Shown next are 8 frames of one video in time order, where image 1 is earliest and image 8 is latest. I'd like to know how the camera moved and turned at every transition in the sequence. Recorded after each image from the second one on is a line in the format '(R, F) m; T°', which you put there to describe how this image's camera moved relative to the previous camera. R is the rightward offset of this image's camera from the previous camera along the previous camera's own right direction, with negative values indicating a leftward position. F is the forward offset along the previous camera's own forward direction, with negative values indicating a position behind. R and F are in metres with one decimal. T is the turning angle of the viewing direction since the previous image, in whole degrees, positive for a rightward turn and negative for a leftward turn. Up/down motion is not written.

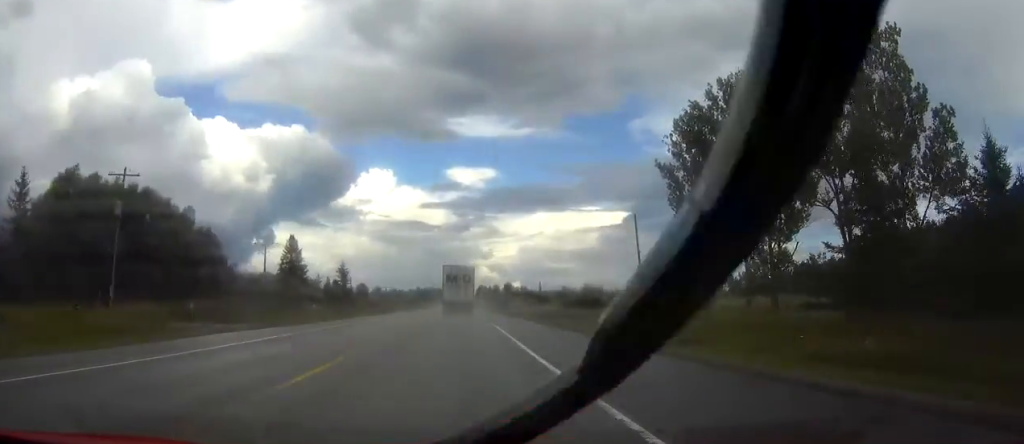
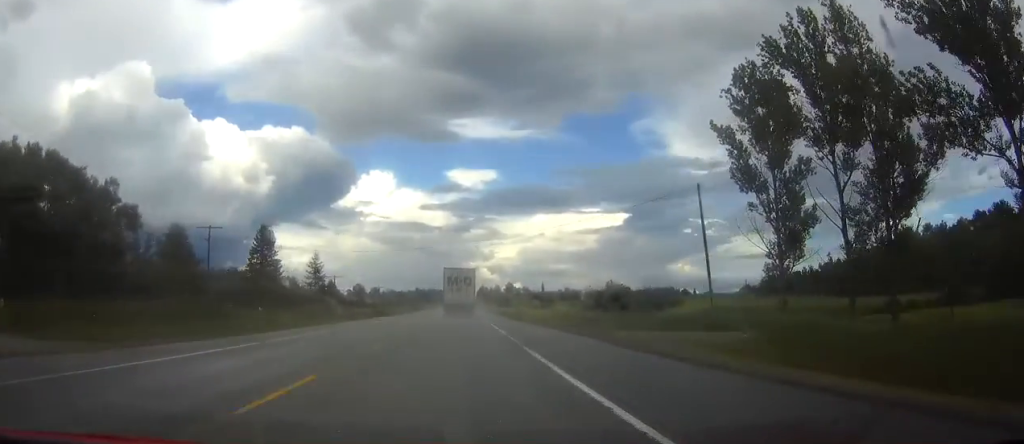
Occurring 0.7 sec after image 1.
(0.0, +20.0) m; 0°
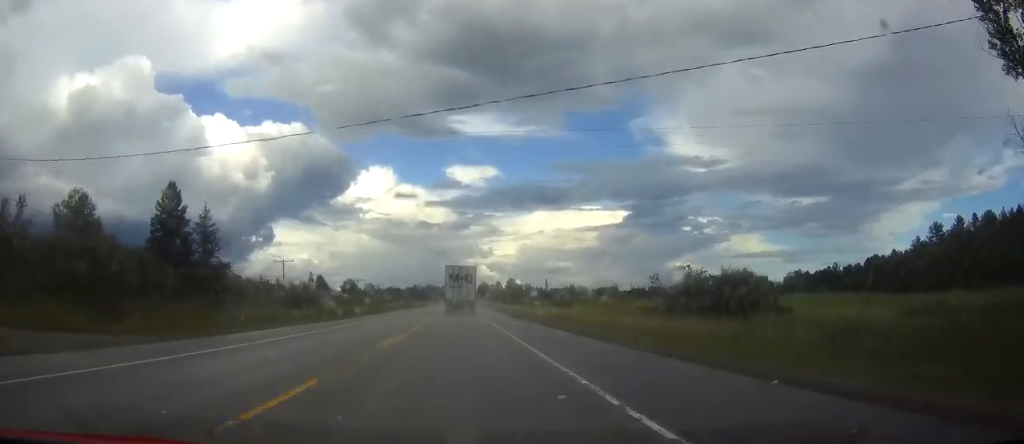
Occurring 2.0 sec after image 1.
(0.0, +37.9) m; 0°
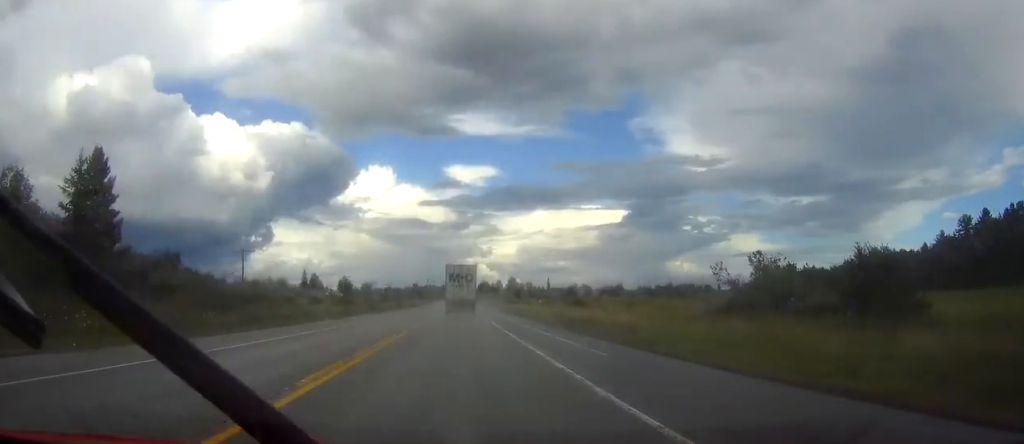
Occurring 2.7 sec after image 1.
(0.0, +17.9) m; 0°
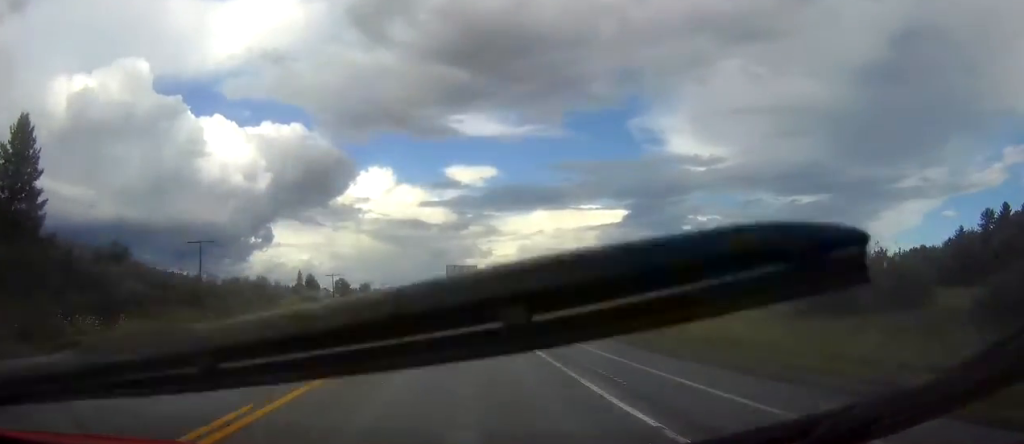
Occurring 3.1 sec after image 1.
(0.0, +13.1) m; 0°
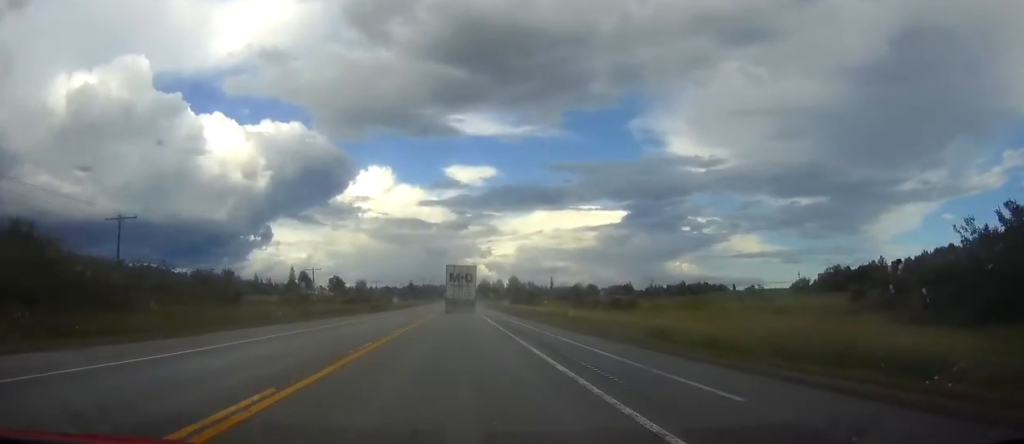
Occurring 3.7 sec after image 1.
(0.0, +16.9) m; 0°
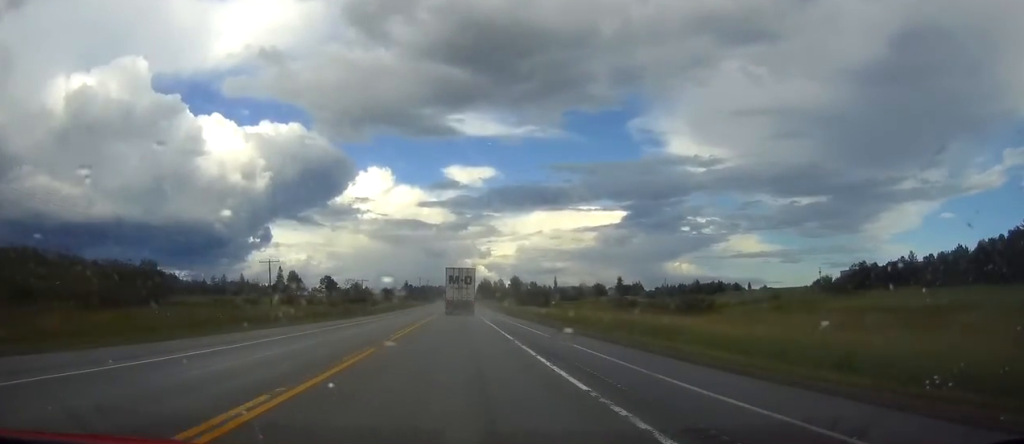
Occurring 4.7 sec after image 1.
(-0.1, +27.0) m; 0°
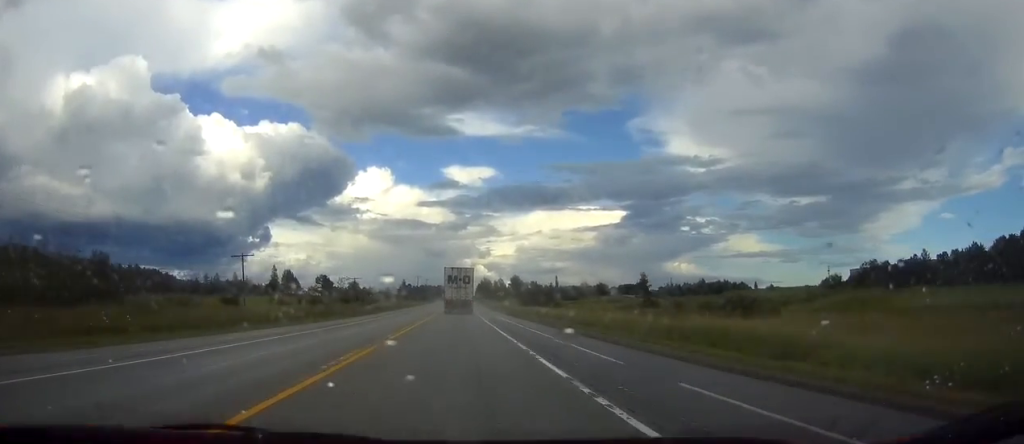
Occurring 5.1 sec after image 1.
(+0.1, +11.1) m; 0°
